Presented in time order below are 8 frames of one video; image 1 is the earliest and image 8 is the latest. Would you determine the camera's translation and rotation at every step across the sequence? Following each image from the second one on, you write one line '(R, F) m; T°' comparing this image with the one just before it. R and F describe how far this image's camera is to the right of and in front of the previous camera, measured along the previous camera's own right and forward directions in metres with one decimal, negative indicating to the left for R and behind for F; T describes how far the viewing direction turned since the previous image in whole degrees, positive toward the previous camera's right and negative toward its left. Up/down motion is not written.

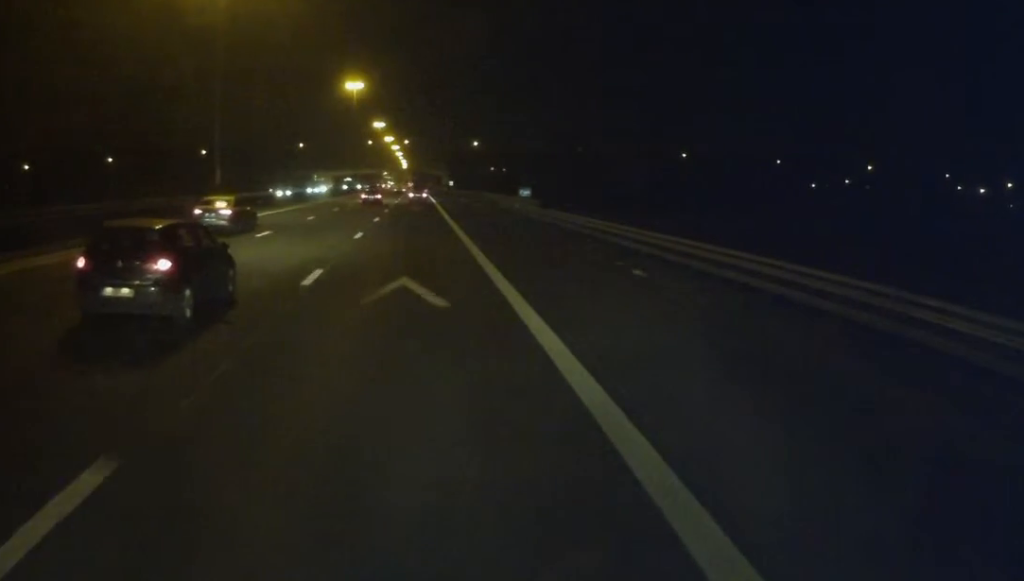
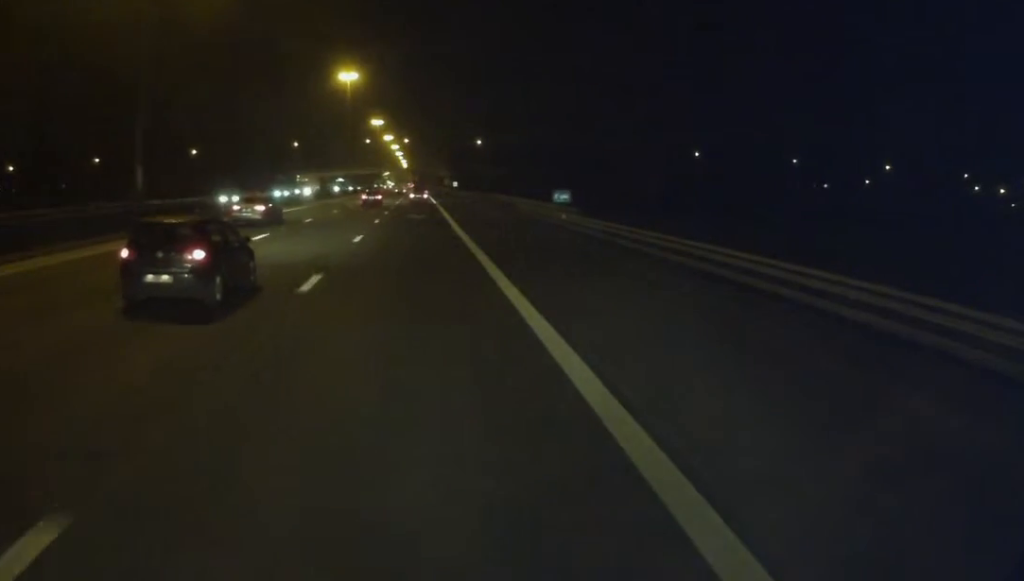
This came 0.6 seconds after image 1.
(0.0, +13.3) m; 0°
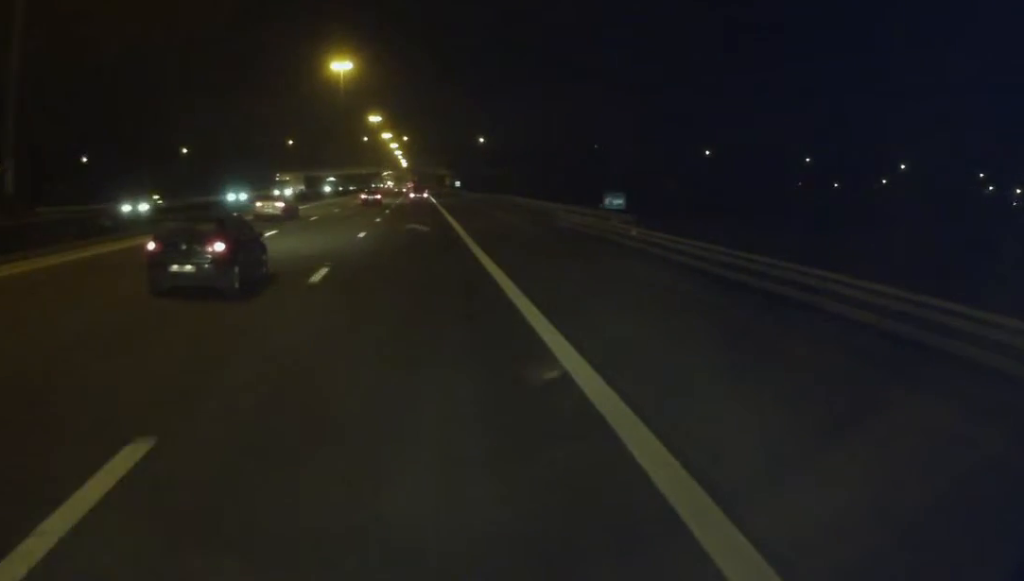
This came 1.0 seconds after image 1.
(0.0, +11.0) m; 0°
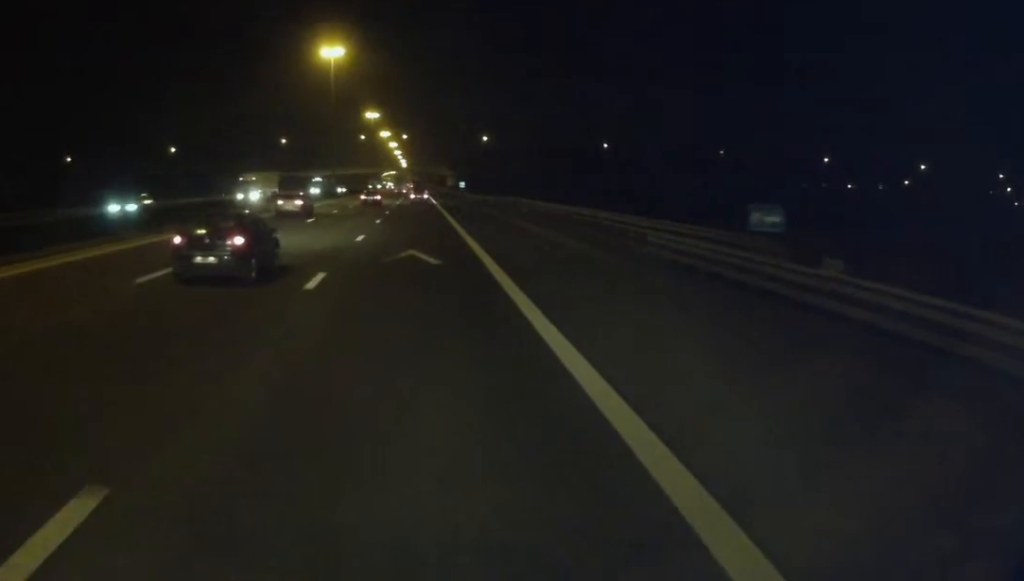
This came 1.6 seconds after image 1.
(0.0, +13.3) m; 0°
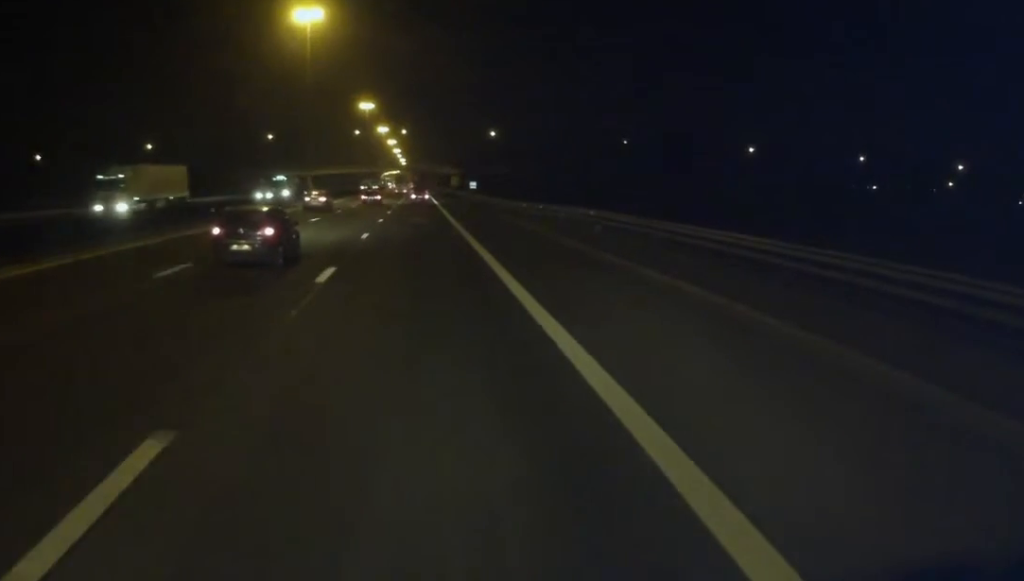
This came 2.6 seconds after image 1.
(-0.3, +23.6) m; 0°
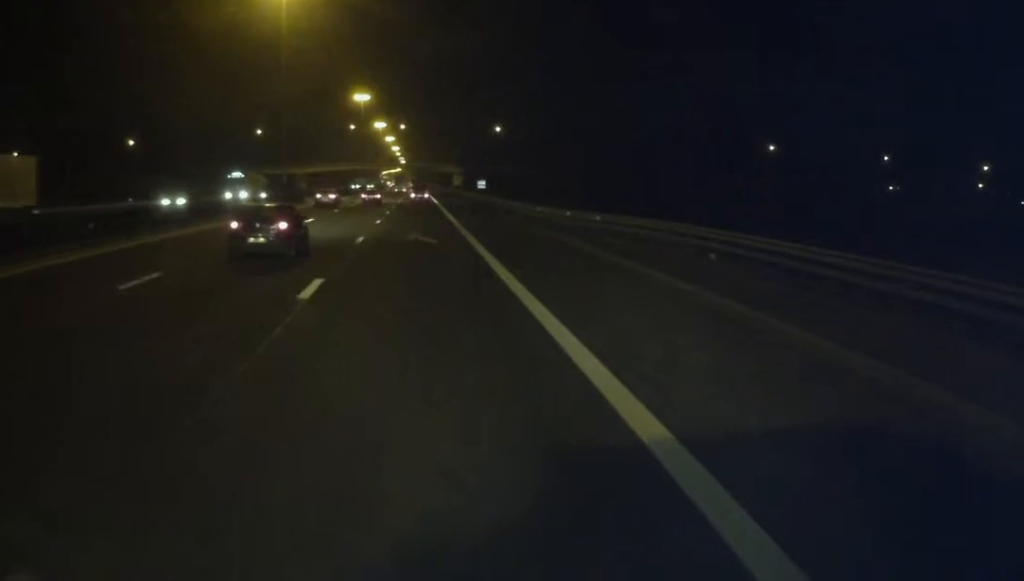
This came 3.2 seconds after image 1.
(+0.2, +14.9) m; +1°
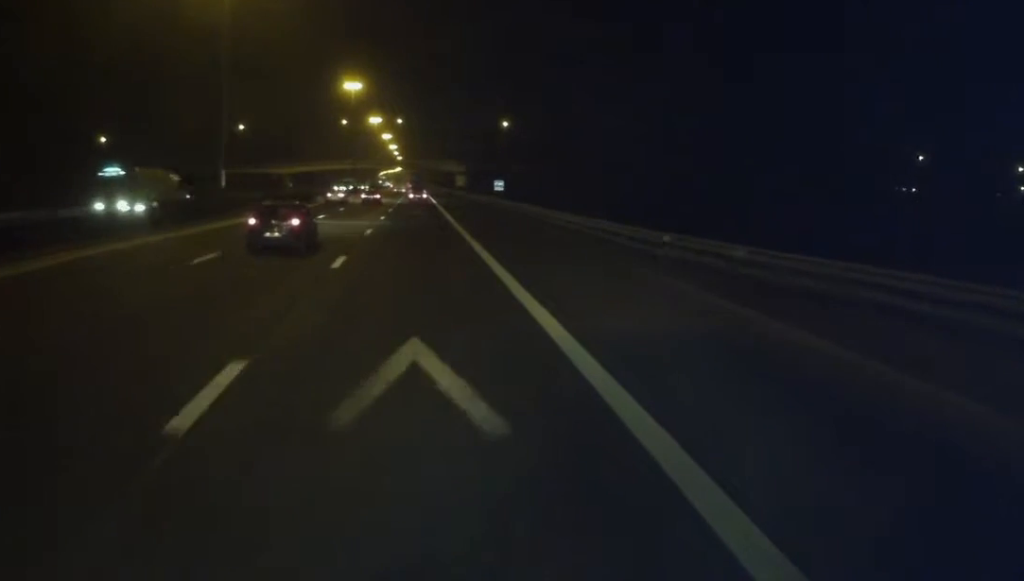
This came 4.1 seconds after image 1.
(+0.1, +19.6) m; 0°
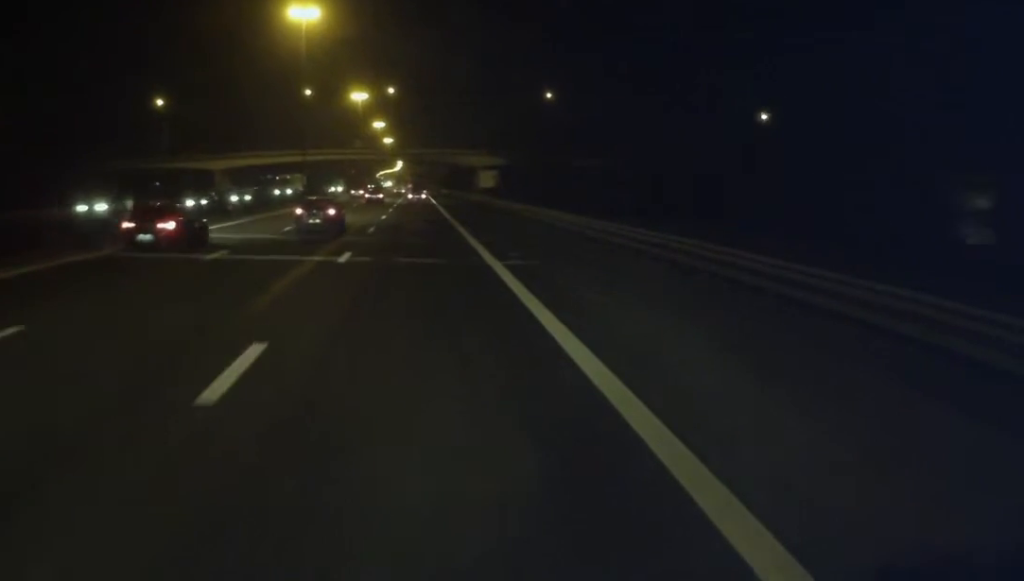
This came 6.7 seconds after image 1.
(+0.1, +61.1) m; 0°
